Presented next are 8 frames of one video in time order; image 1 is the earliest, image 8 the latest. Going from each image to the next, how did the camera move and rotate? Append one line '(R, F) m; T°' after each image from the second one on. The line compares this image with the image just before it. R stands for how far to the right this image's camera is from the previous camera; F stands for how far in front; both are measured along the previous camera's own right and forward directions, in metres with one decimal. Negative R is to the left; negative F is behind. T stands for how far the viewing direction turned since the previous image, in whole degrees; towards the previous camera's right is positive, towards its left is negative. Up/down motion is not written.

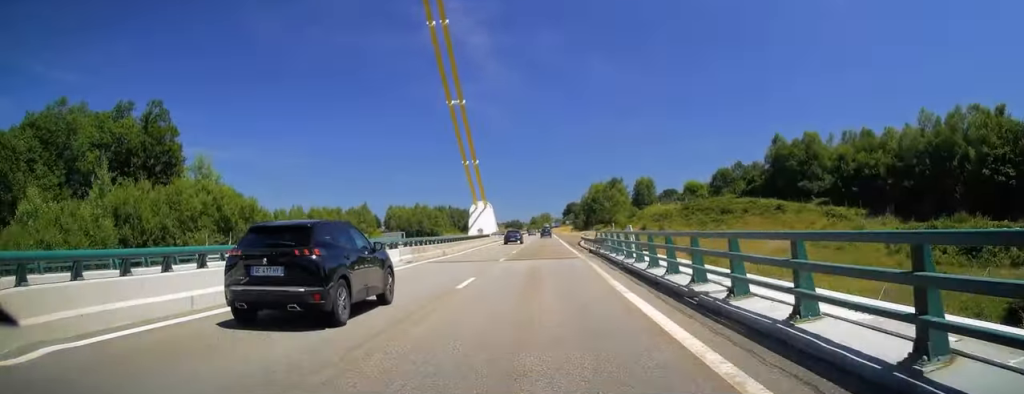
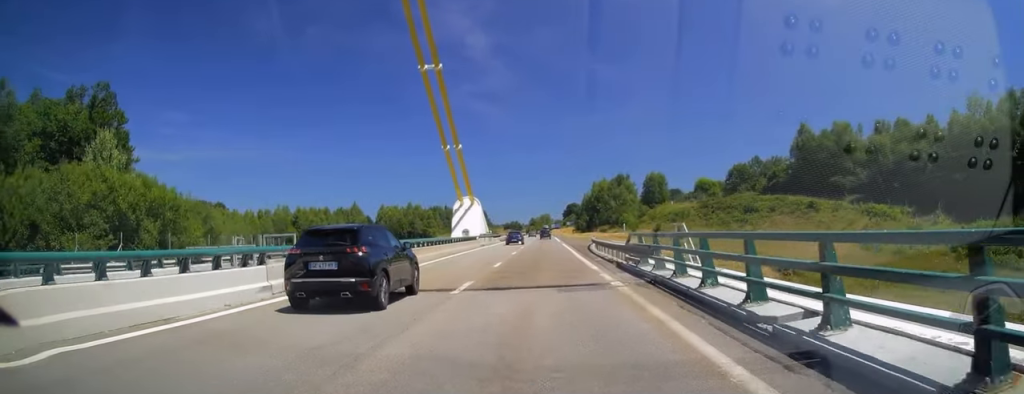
(0.0, +13.3) m; 0°
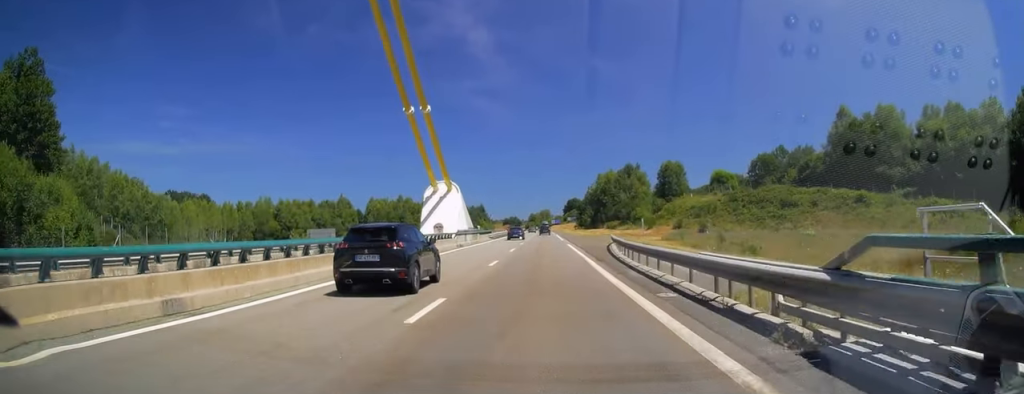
(+0.2, +15.3) m; +1°
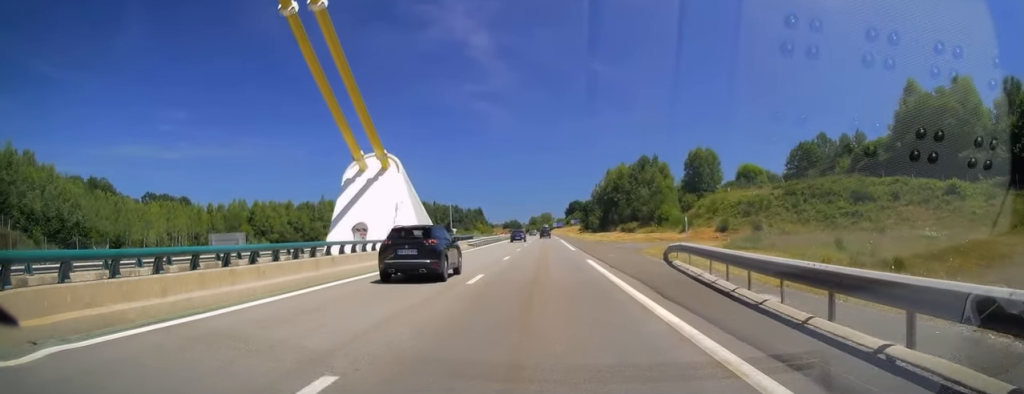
(+0.1, +19.7) m; 0°
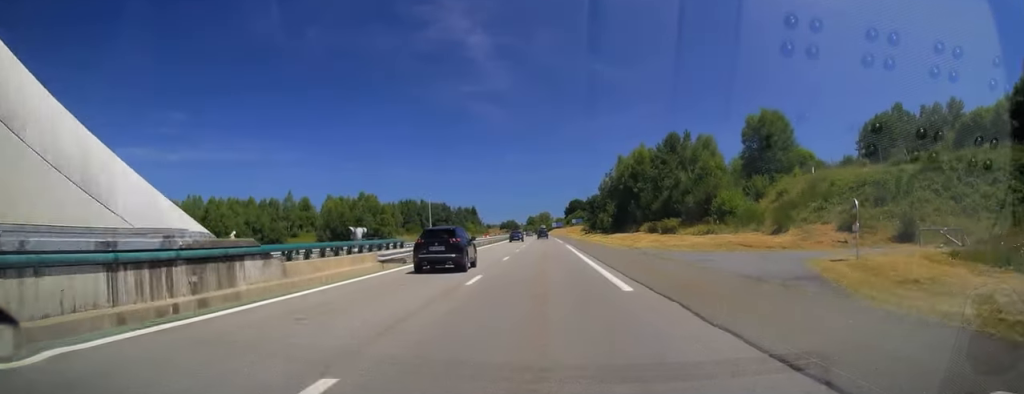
(0.0, +26.0) m; 0°
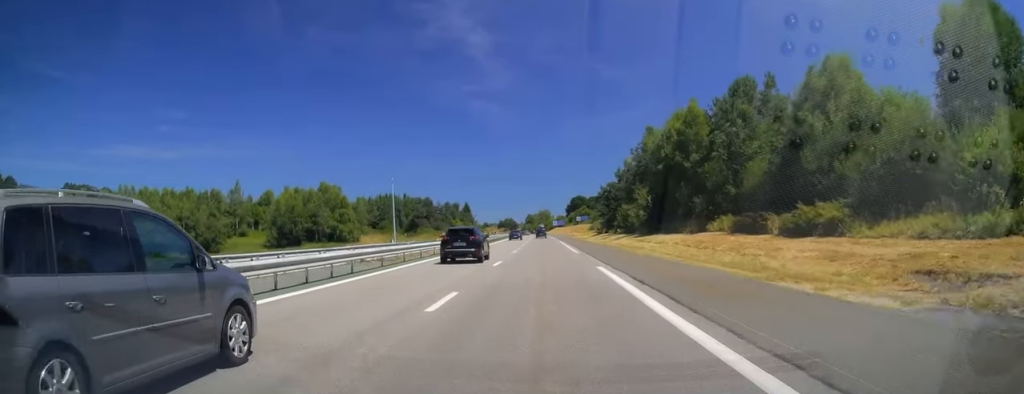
(0.0, +31.3) m; 0°
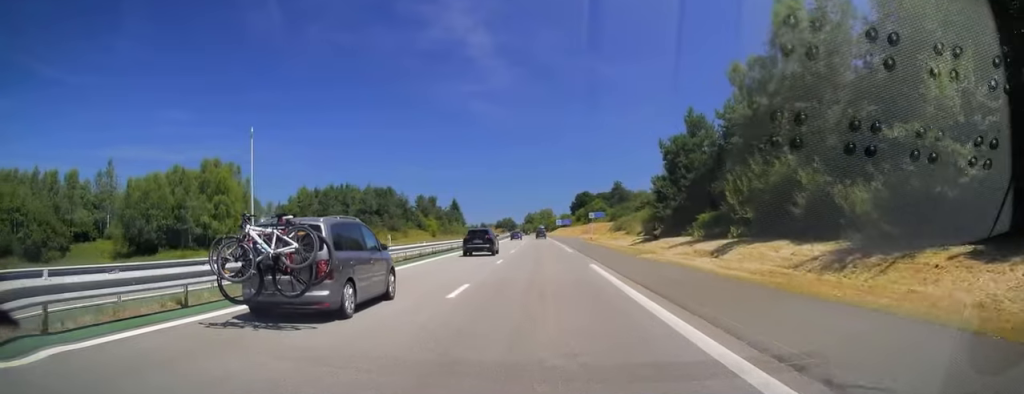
(0.0, +49.4) m; 0°
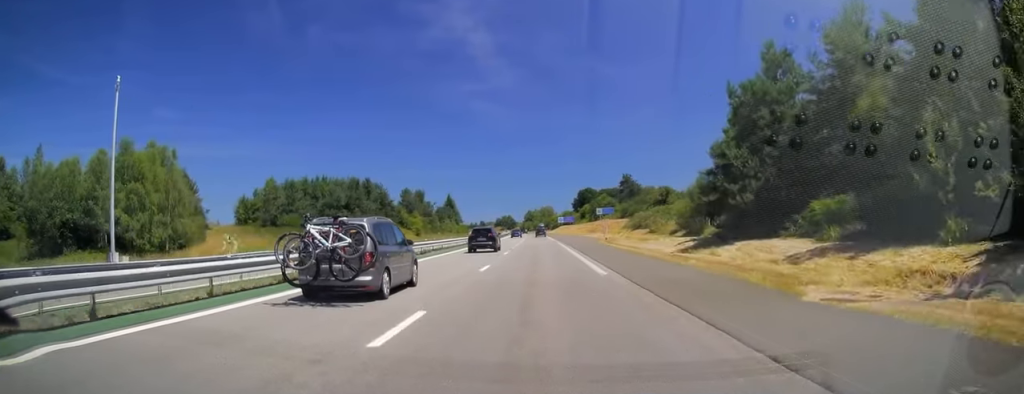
(0.0, +18.6) m; 0°
